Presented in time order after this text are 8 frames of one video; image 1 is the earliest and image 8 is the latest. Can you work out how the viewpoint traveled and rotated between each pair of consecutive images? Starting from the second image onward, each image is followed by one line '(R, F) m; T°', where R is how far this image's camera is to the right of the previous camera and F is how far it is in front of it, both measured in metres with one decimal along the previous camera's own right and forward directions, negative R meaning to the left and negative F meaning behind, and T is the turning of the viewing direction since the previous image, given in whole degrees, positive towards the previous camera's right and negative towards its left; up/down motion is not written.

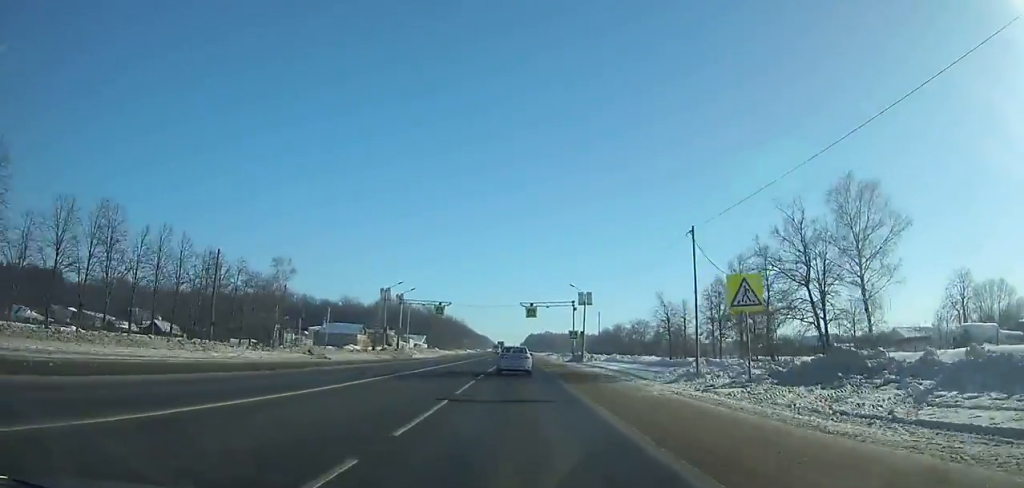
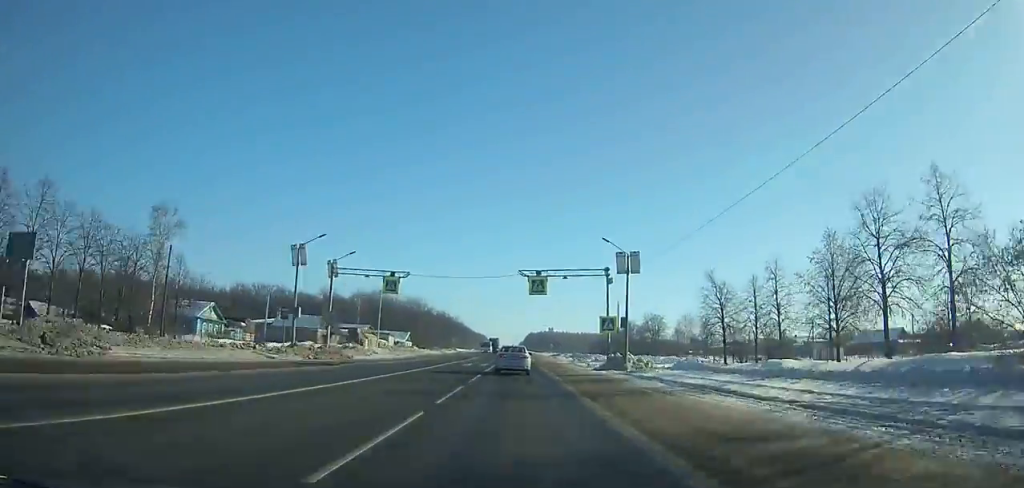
(0.0, +27.3) m; 0°
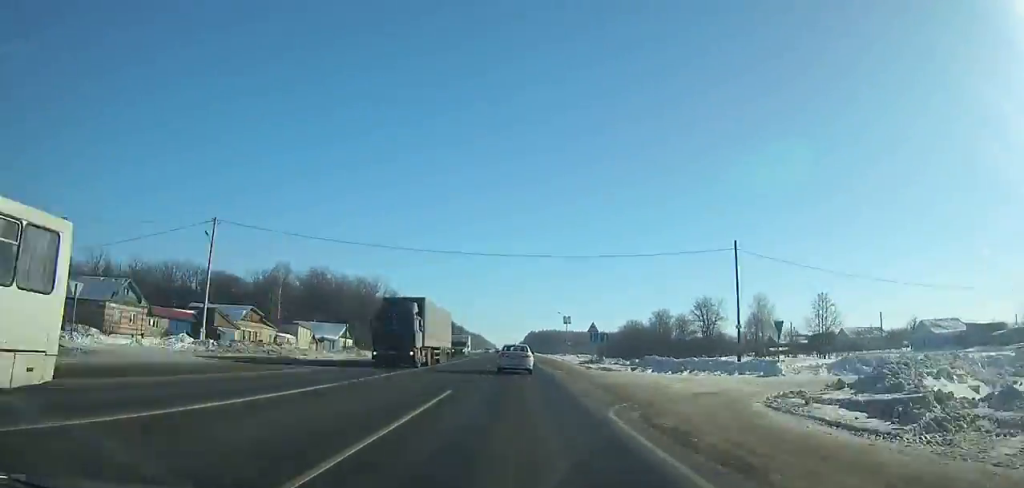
(-0.2, +61.3) m; 0°
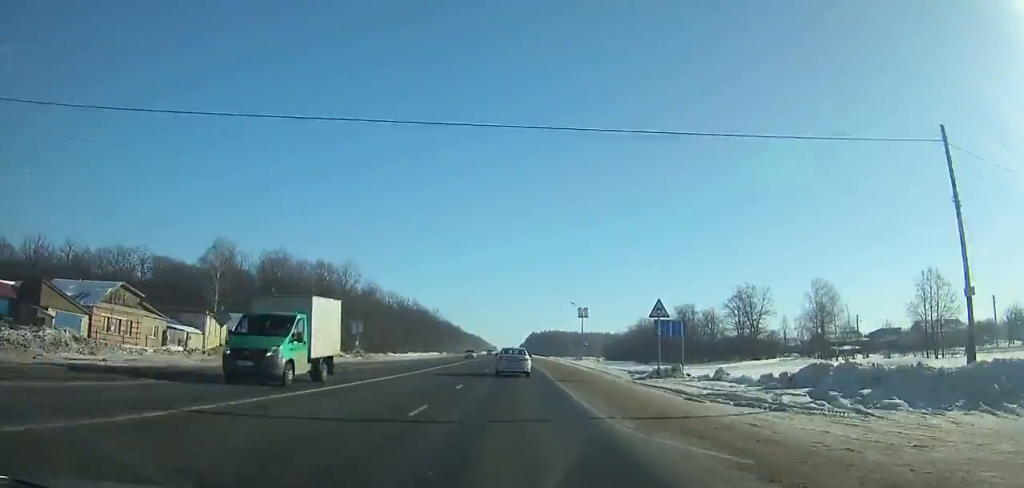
(+0.1, +27.1) m; 0°
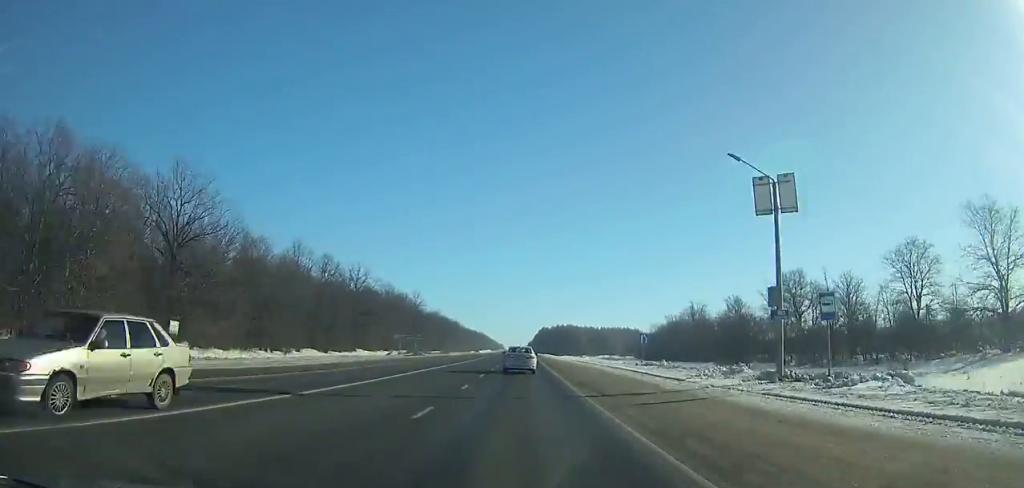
(-0.3, +63.7) m; 0°
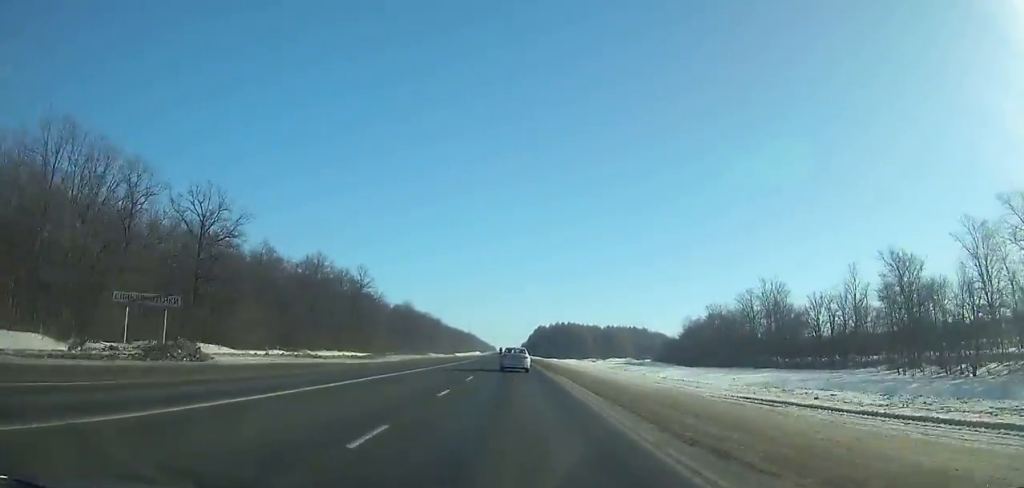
(+0.4, +59.1) m; 0°
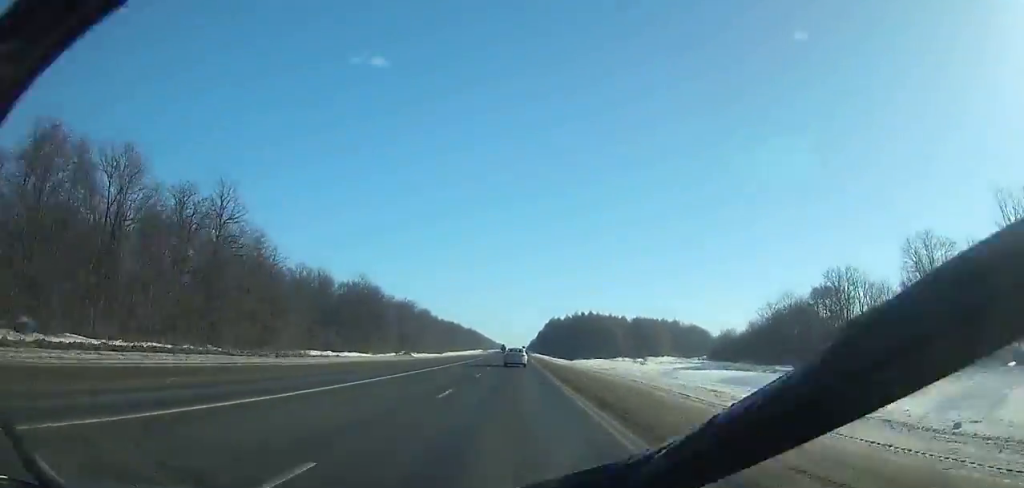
(-0.4, +68.2) m; -1°
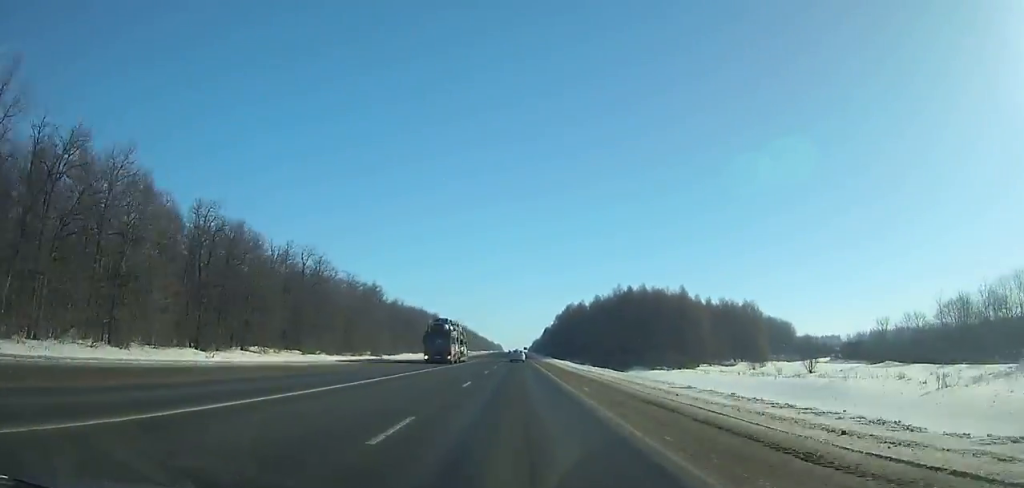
(-0.3, +105.3) m; 0°
